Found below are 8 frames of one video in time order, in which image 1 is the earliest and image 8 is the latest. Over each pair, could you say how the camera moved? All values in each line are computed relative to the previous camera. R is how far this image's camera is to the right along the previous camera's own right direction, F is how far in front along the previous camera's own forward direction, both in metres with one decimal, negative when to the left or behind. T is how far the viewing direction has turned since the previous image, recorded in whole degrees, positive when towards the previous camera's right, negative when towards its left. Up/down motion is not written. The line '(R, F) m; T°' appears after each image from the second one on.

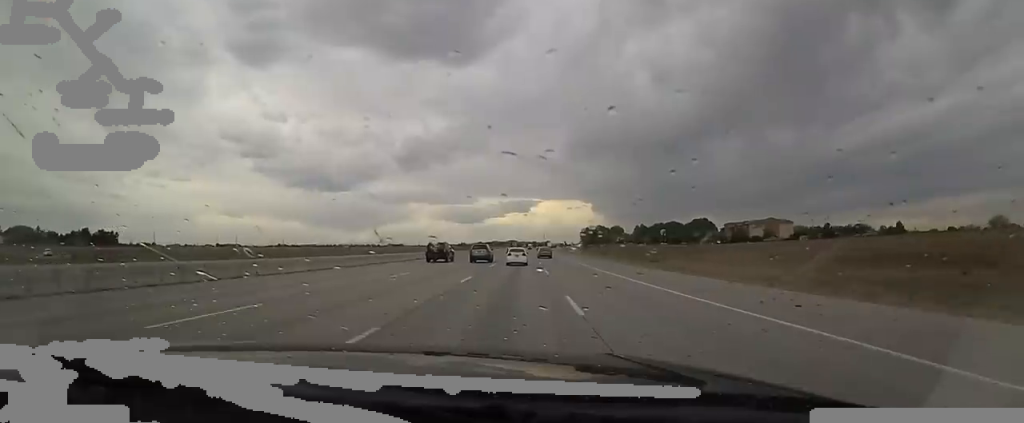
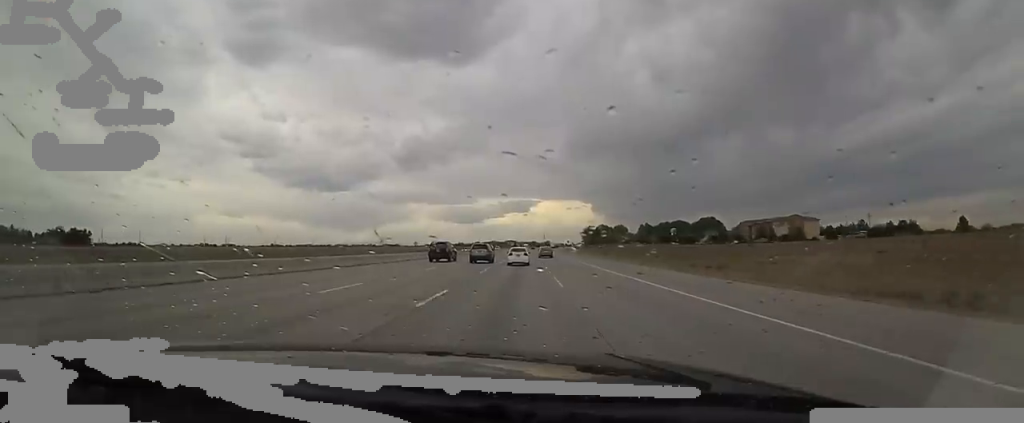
(-0.7, +23.2) m; 0°
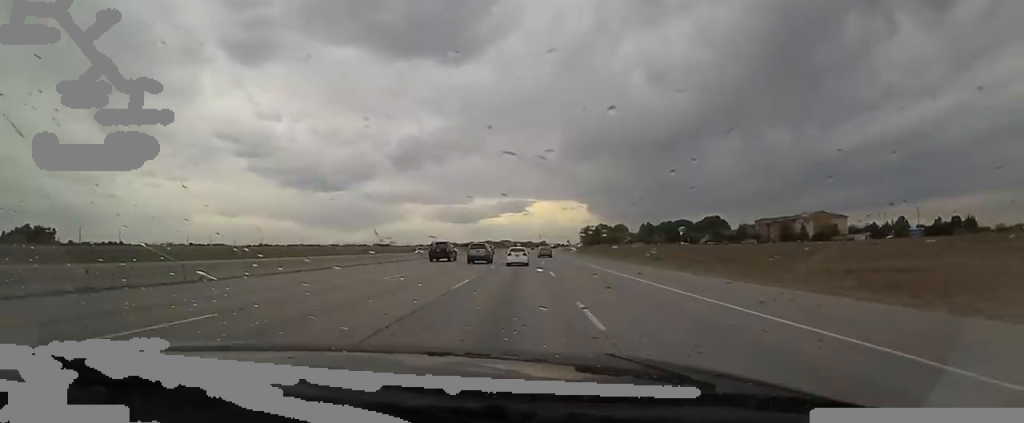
(+0.6, +23.7) m; +2°
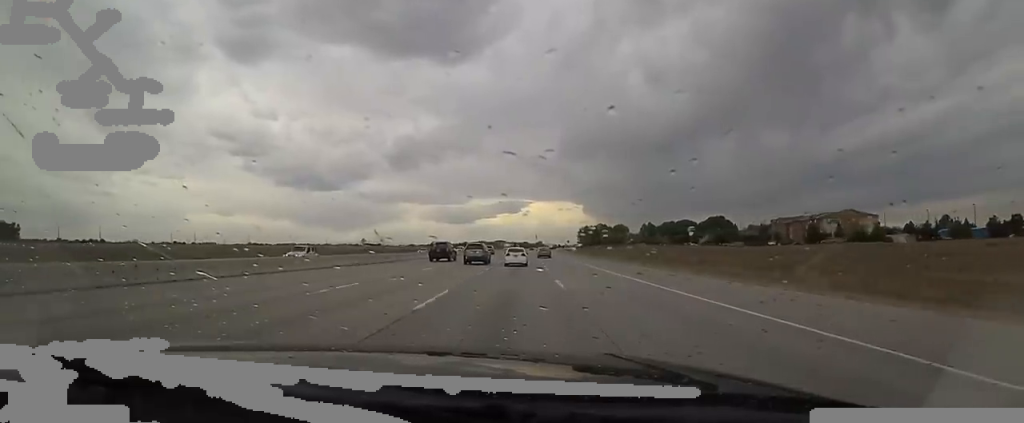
(+0.3, +21.6) m; +1°
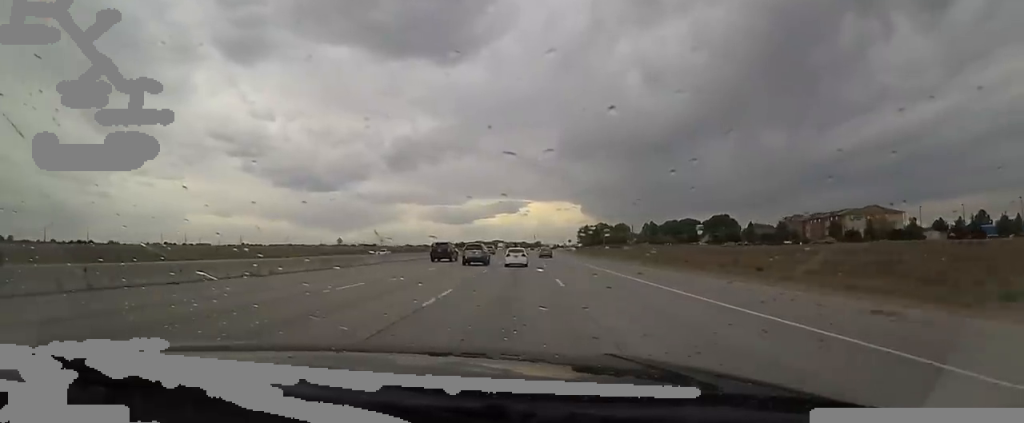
(+0.1, +14.3) m; 0°
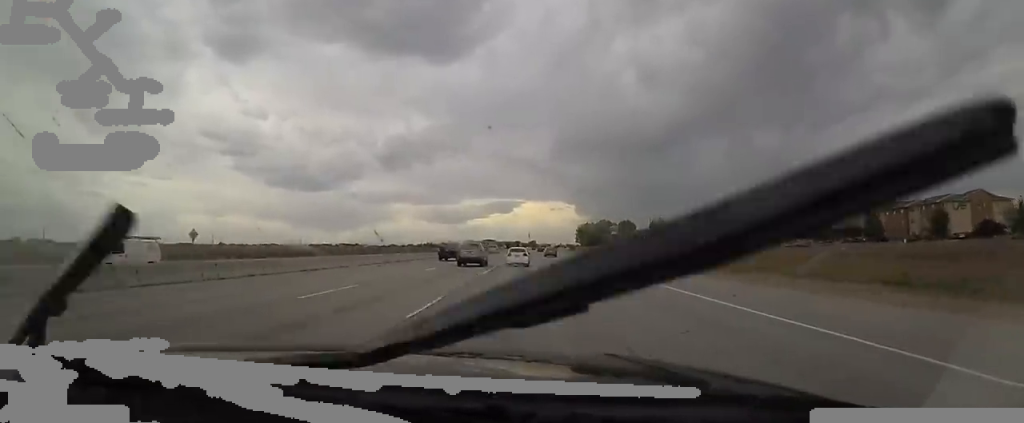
(+0.3, +45.8) m; +1°
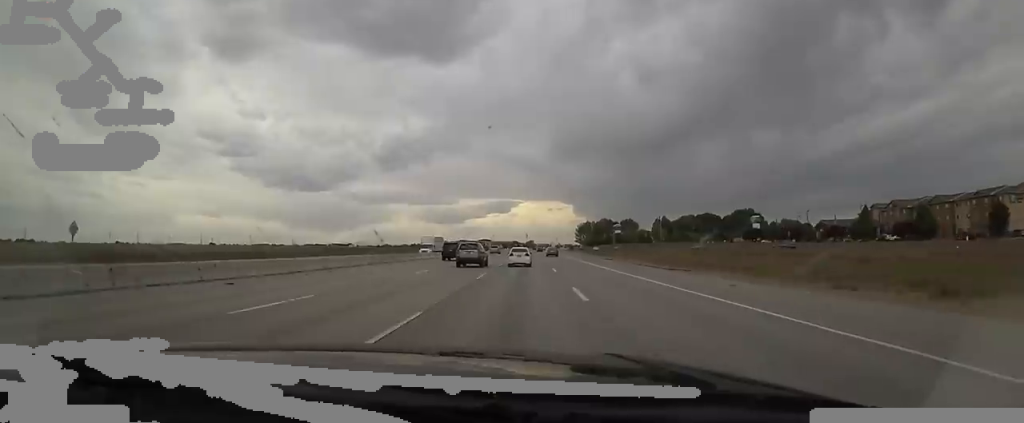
(0.0, +17.9) m; +1°
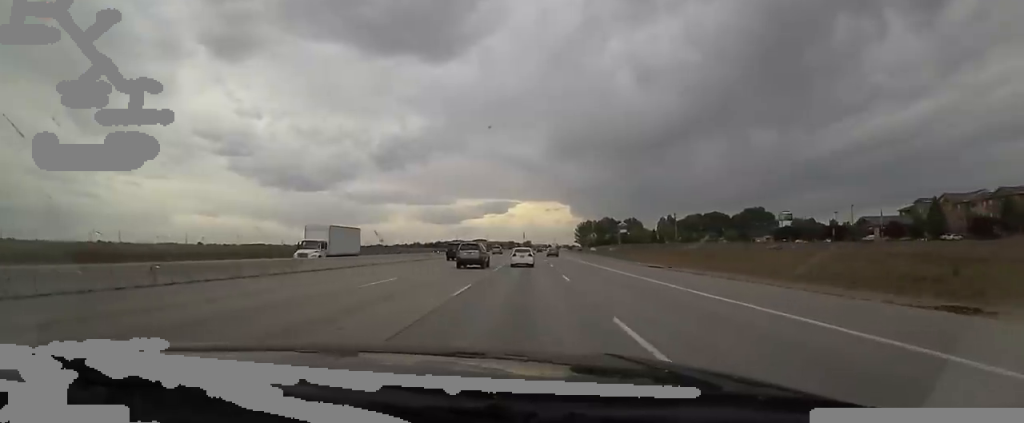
(+0.5, +22.4) m; 0°
